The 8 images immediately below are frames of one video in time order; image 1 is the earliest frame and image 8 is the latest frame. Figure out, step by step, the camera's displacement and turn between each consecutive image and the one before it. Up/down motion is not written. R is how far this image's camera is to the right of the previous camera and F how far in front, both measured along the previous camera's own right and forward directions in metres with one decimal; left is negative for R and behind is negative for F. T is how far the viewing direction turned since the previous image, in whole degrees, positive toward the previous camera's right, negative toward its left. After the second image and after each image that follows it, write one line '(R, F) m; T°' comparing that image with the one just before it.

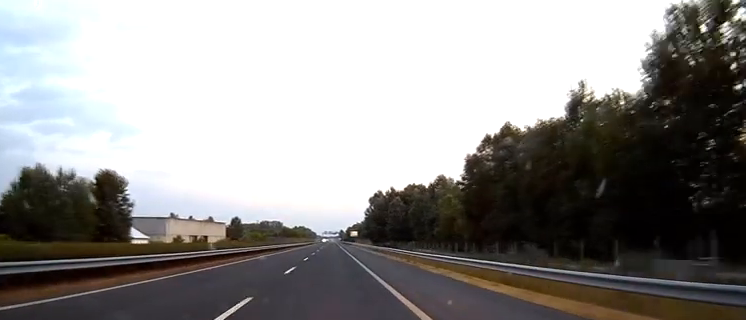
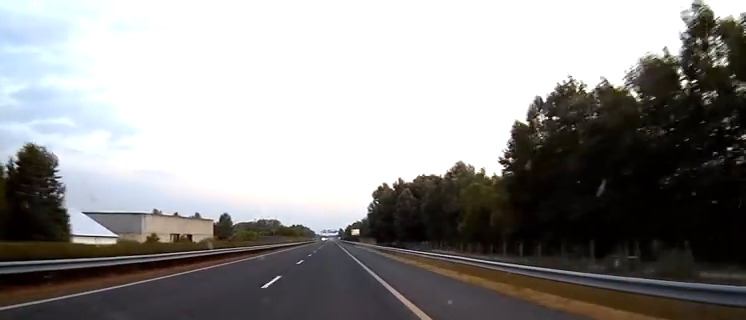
(0.0, +26.6) m; 0°
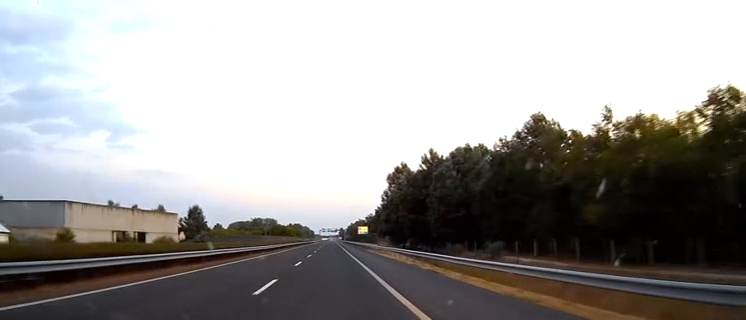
(0.0, +56.3) m; 0°
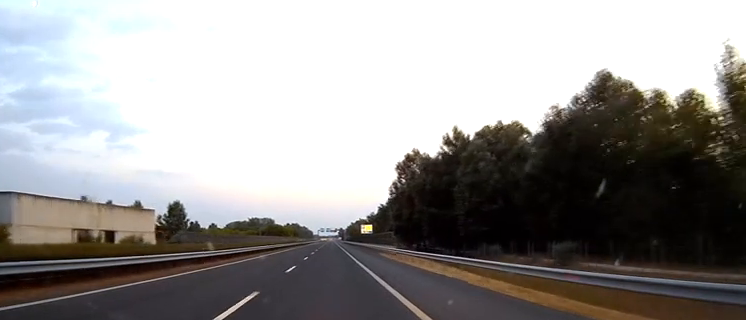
(0.0, +23.9) m; 0°
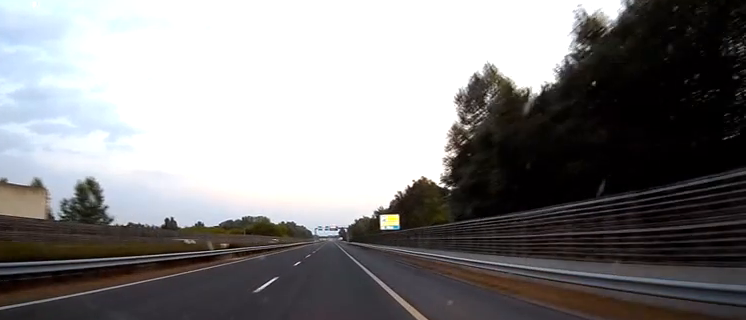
(0.0, +65.0) m; 0°
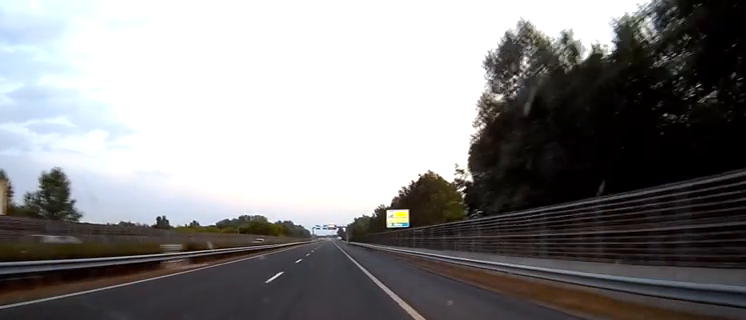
(0.0, +14.2) m; 0°
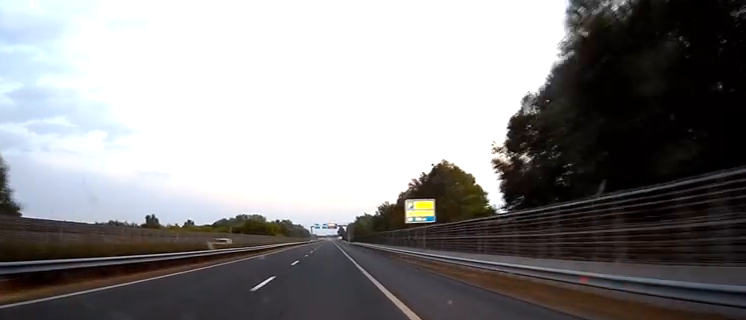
(0.0, +21.4) m; 0°
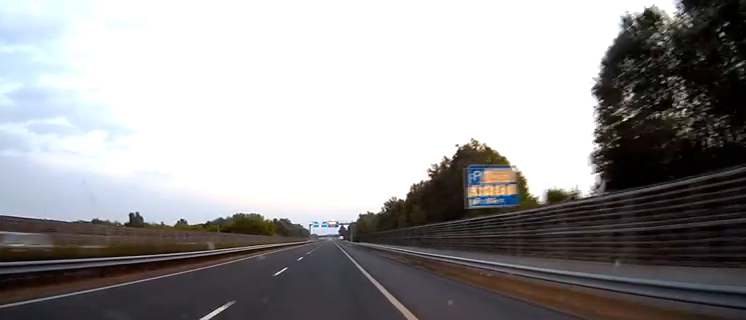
(0.0, +28.5) m; 0°
